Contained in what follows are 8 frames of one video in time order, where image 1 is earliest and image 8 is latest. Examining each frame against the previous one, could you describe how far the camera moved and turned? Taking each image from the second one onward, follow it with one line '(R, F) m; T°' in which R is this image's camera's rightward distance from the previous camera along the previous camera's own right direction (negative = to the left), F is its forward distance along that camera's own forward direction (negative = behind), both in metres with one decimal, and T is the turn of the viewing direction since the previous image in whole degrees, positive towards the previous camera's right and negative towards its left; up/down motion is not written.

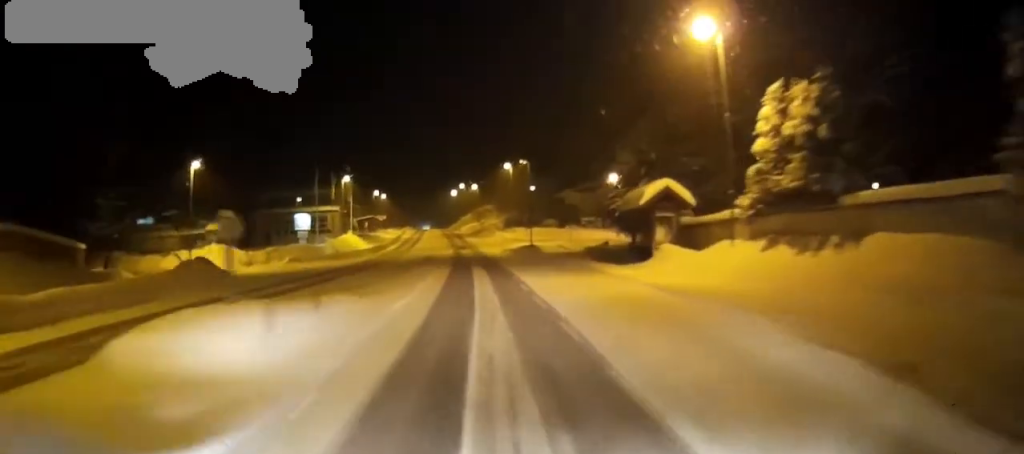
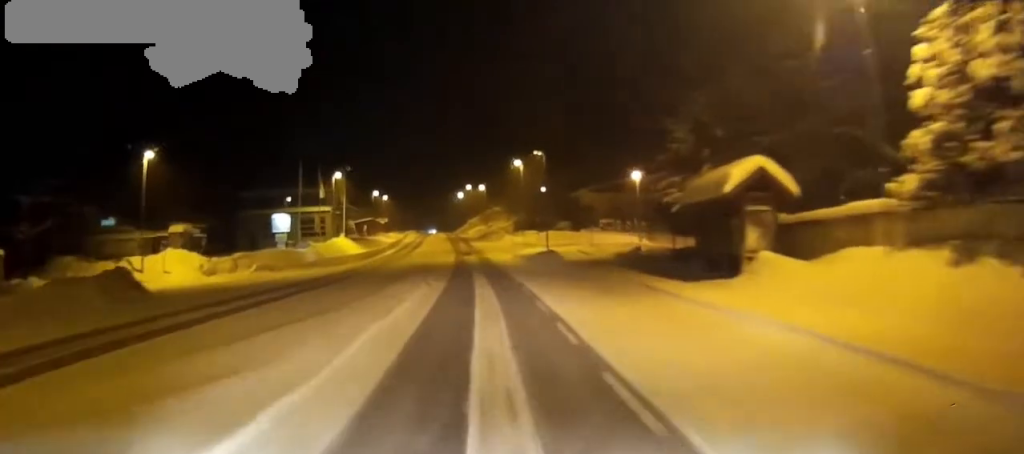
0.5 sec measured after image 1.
(0.0, +8.3) m; -1°
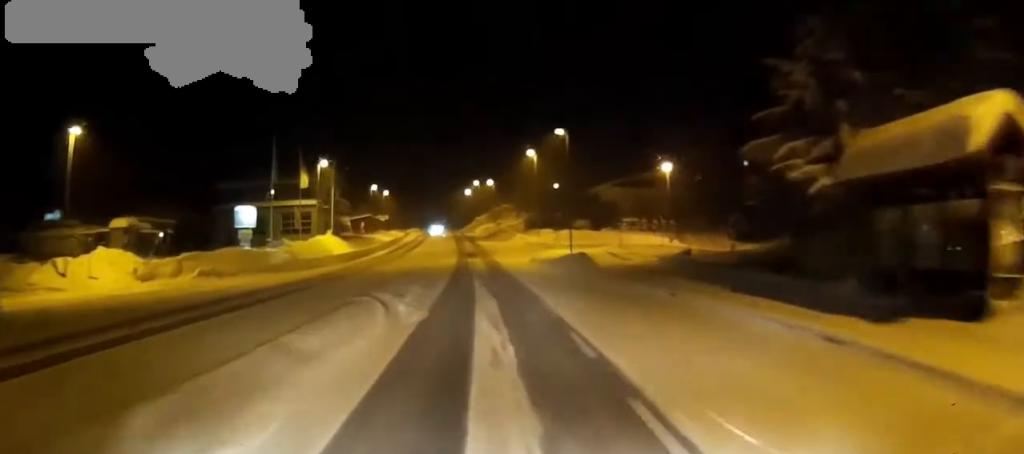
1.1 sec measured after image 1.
(-0.2, +9.1) m; -1°
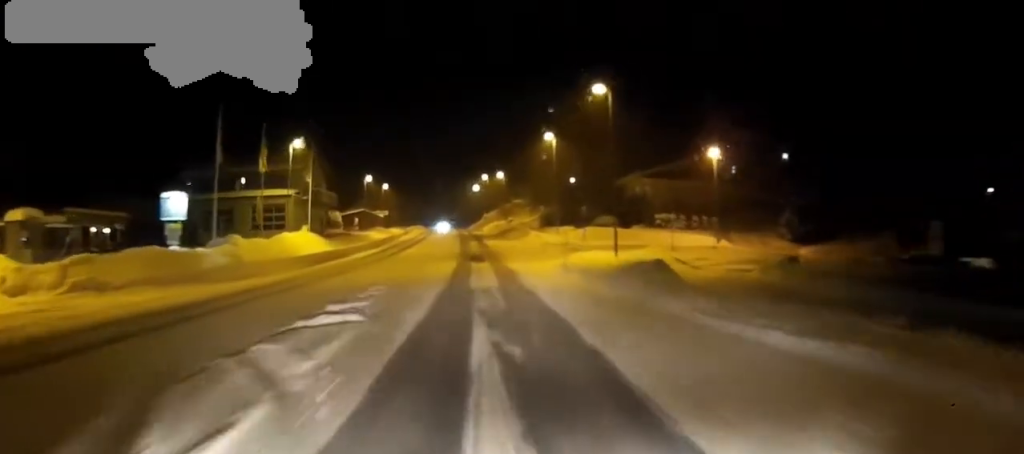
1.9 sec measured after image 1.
(-0.2, +11.0) m; -1°
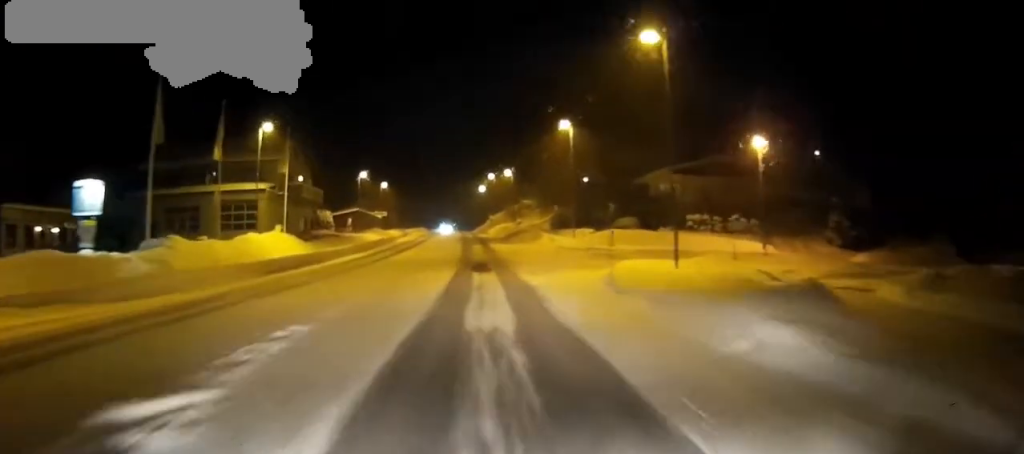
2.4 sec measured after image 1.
(0.0, +8.0) m; 0°
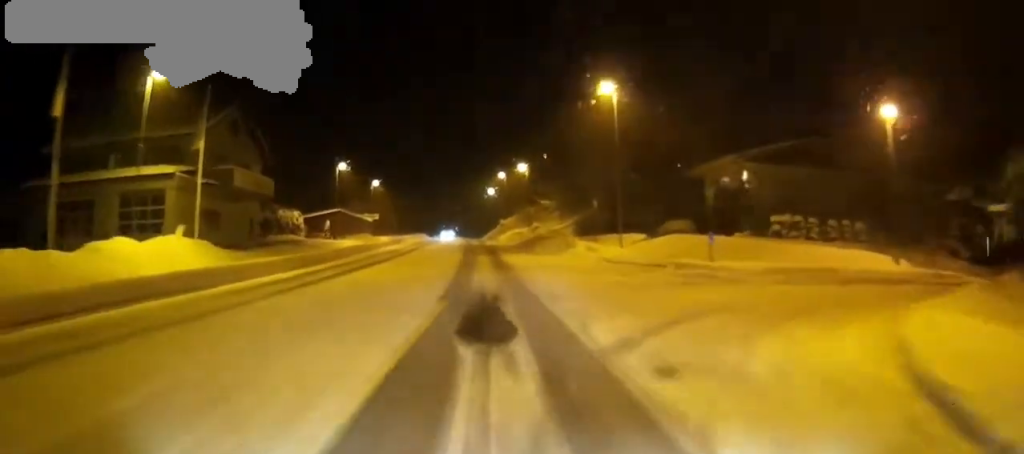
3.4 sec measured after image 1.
(0.0, +15.3) m; 0°
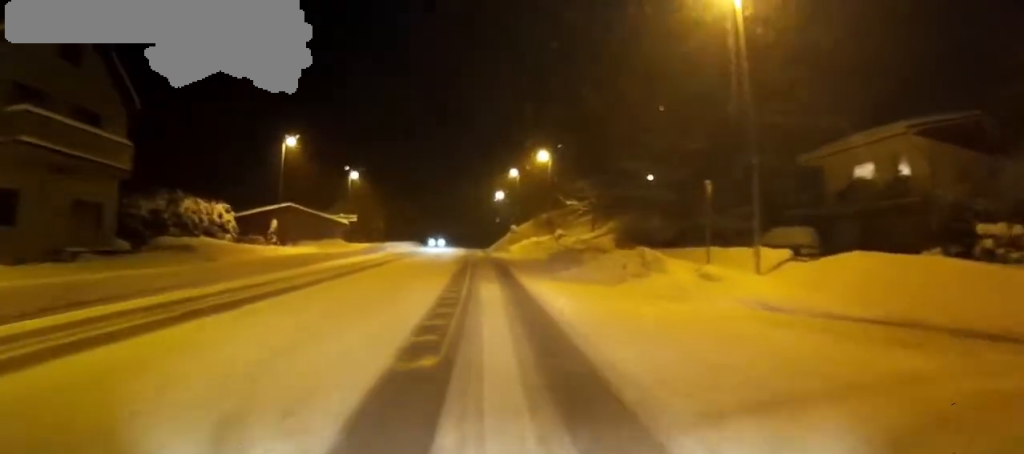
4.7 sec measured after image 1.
(0.0, +18.6) m; 0°
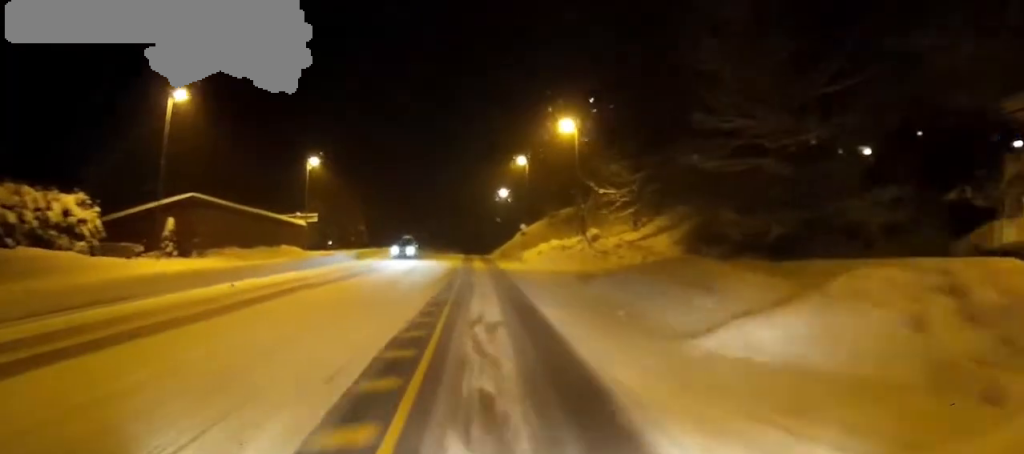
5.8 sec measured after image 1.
(0.0, +16.5) m; -1°
